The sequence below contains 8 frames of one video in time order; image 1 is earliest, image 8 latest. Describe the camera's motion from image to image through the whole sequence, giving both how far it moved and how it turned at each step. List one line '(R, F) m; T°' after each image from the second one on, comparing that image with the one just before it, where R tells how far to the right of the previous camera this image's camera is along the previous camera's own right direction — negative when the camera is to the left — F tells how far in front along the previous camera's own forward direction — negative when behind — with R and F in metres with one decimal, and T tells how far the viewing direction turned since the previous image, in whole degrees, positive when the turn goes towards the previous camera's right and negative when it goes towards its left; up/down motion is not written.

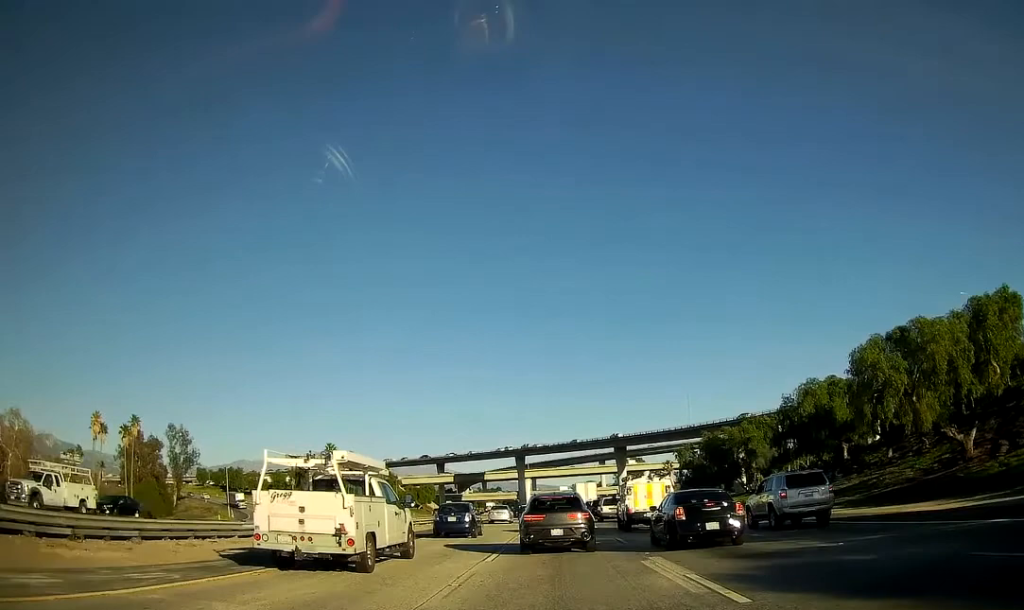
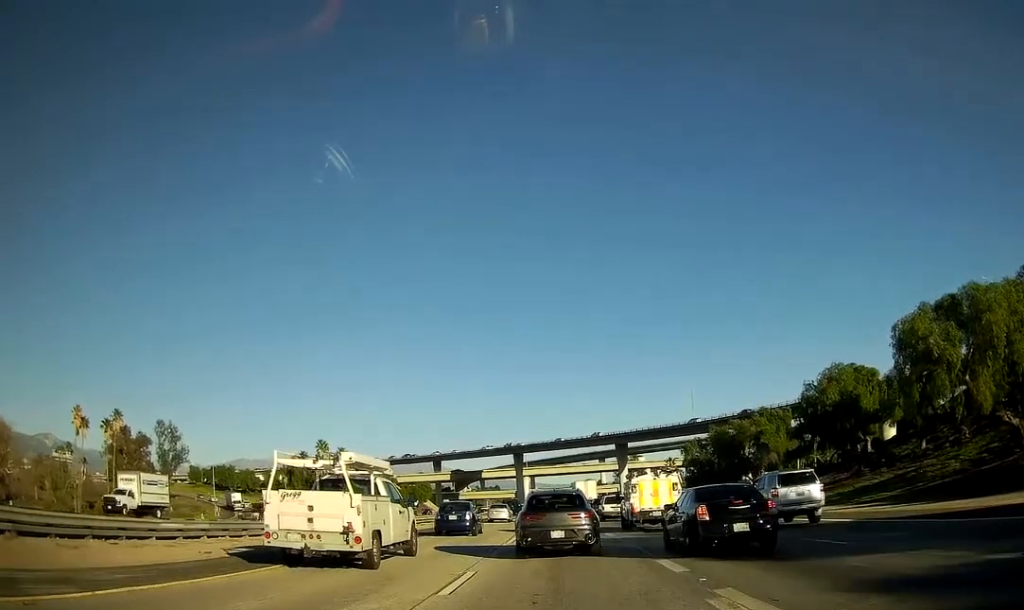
(-0.1, +6.7) m; +1°
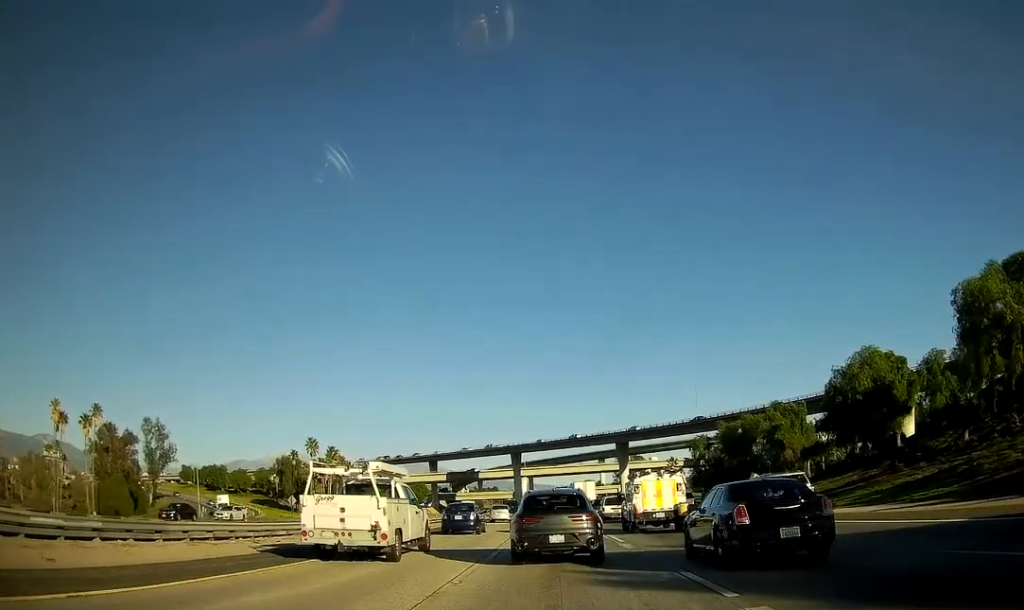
(+0.2, +7.6) m; +1°
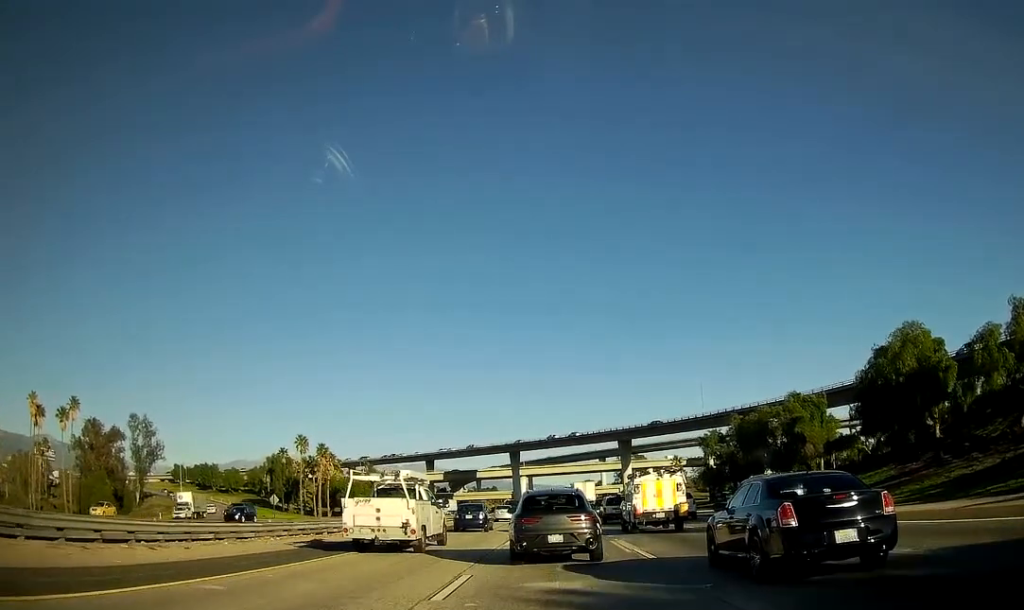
(0.0, +8.0) m; +1°
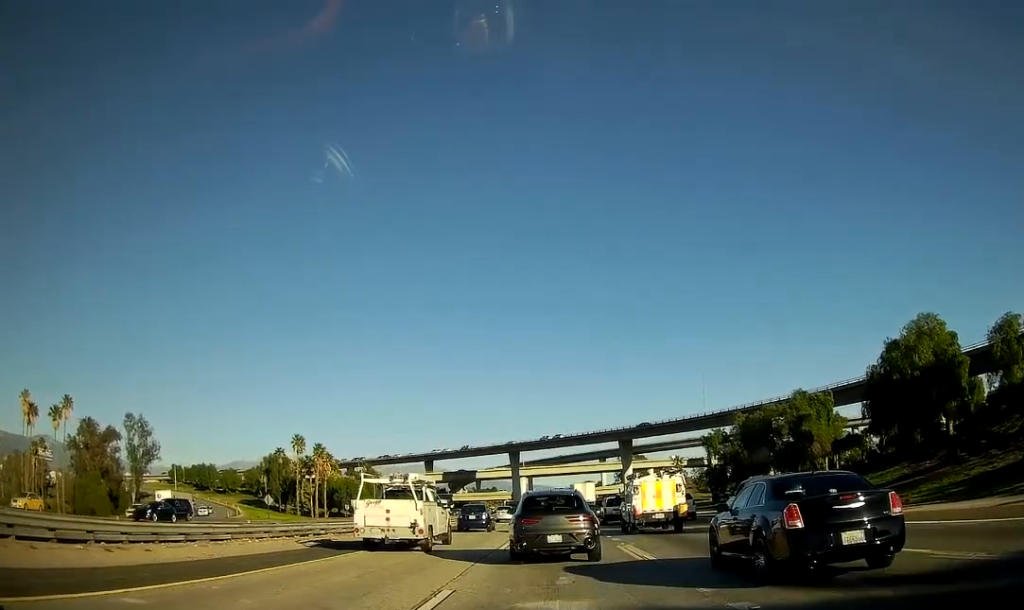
(0.0, +2.5) m; 0°
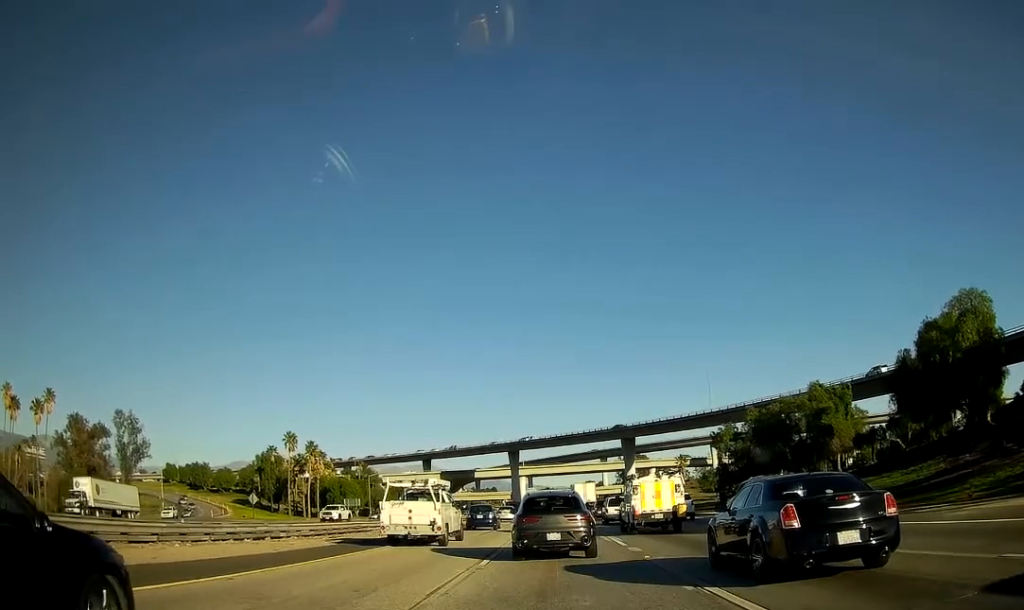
(-0.1, +6.1) m; -1°
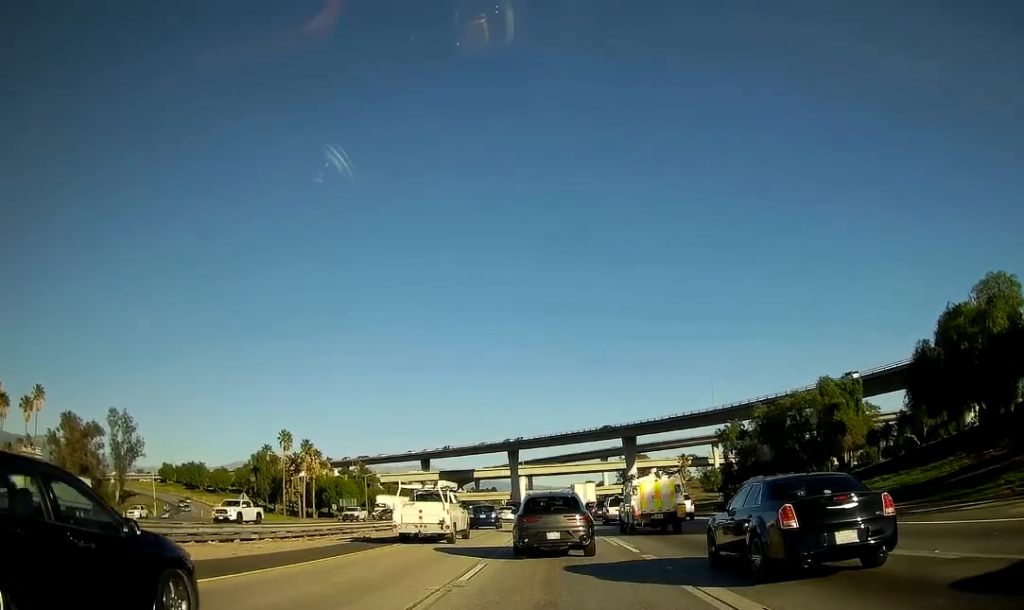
(-0.1, +3.4) m; +1°
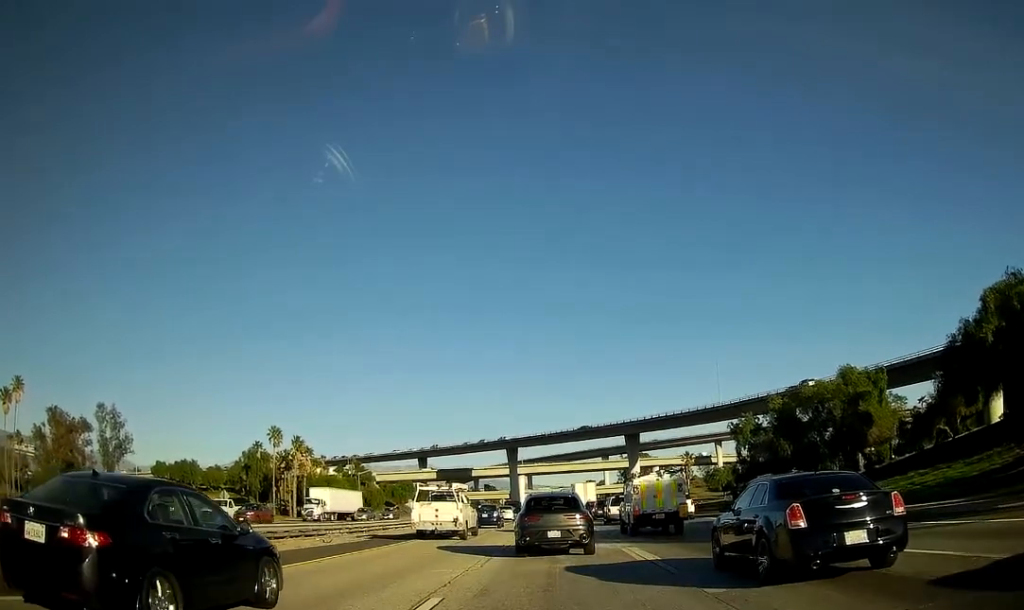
(+0.3, +6.2) m; 0°
